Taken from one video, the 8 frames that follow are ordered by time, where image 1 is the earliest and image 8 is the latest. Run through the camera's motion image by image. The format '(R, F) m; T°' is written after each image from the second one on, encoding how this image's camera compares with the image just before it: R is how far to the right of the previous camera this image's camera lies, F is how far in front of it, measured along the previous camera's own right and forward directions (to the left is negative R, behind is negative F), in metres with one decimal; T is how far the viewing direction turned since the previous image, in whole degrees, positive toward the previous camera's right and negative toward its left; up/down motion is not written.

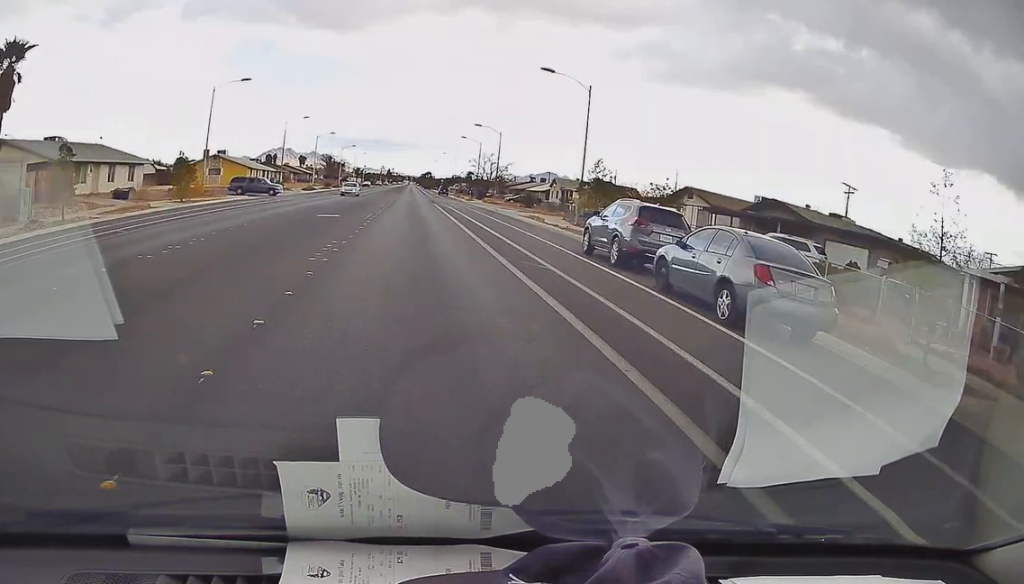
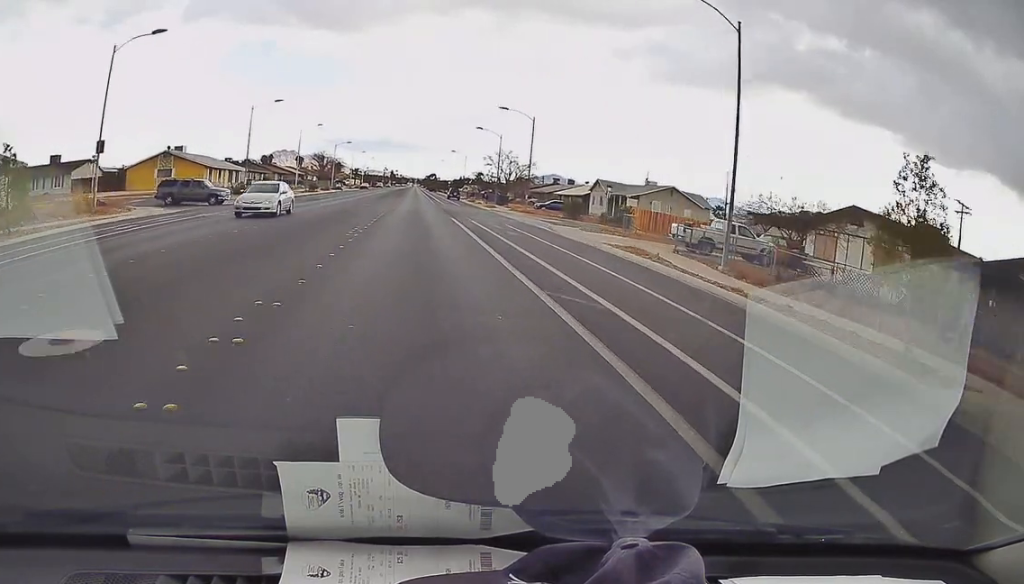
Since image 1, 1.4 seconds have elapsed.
(-0.6, +18.9) m; -2°
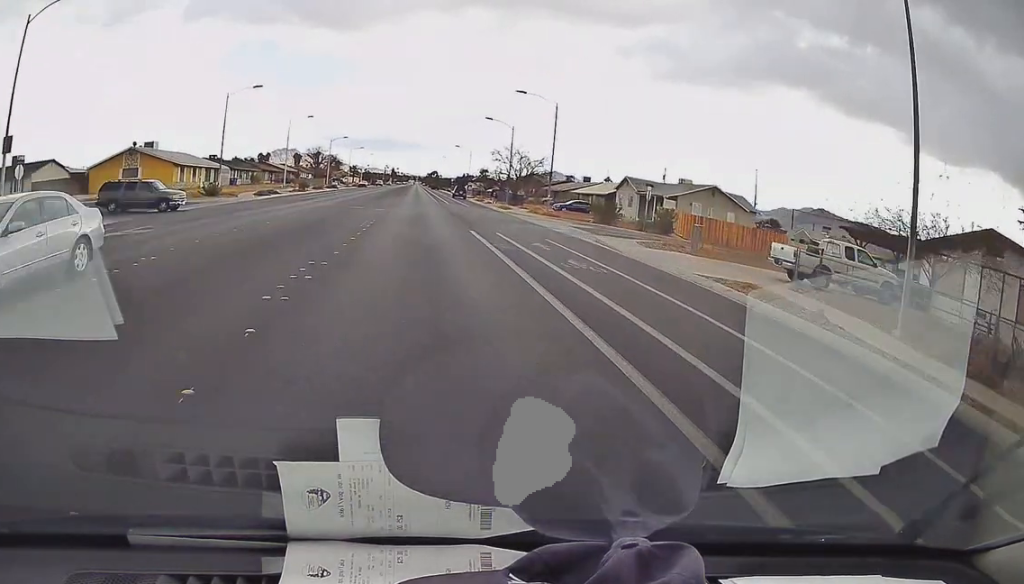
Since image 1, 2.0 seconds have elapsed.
(0.0, +8.2) m; 0°
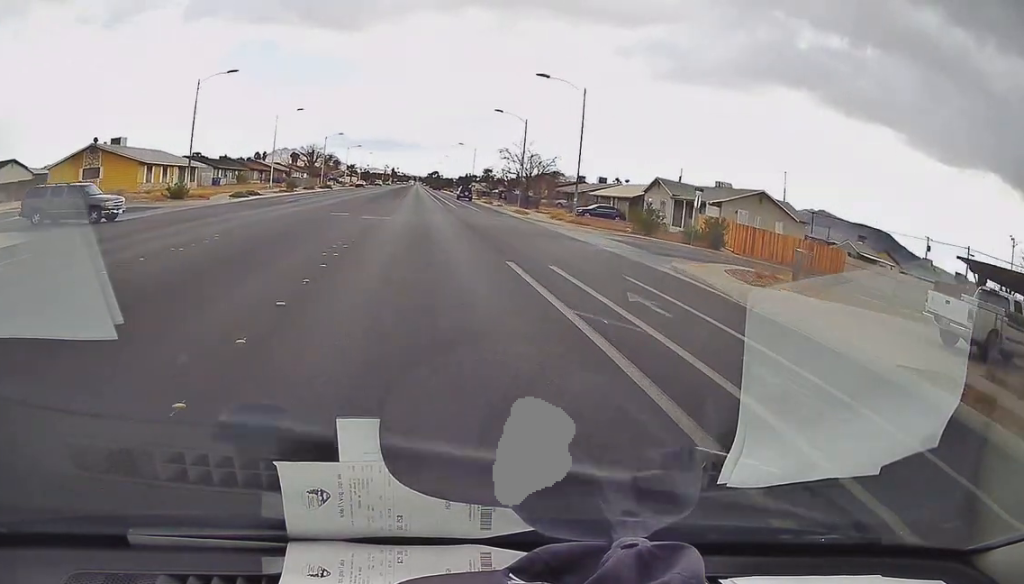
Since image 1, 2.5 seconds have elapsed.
(0.0, +7.7) m; 0°
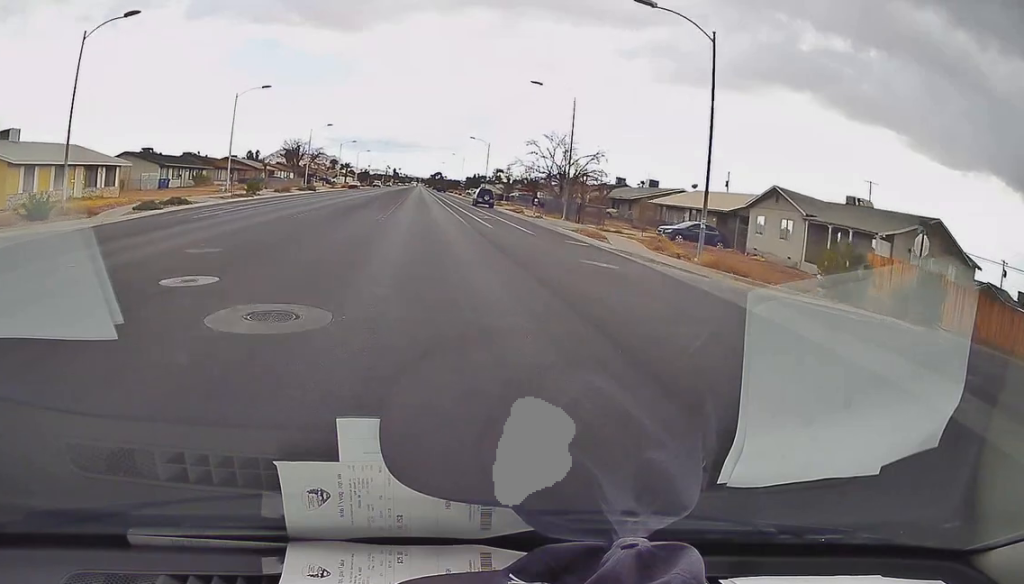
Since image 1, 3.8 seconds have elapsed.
(0.0, +16.2) m; 0°
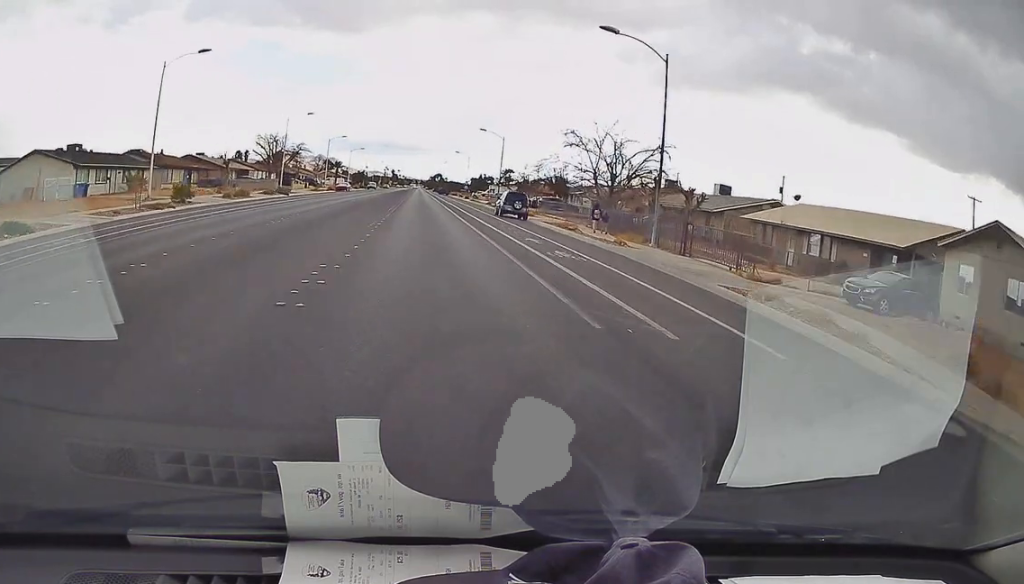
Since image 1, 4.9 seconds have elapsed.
(0.0, +13.3) m; 0°
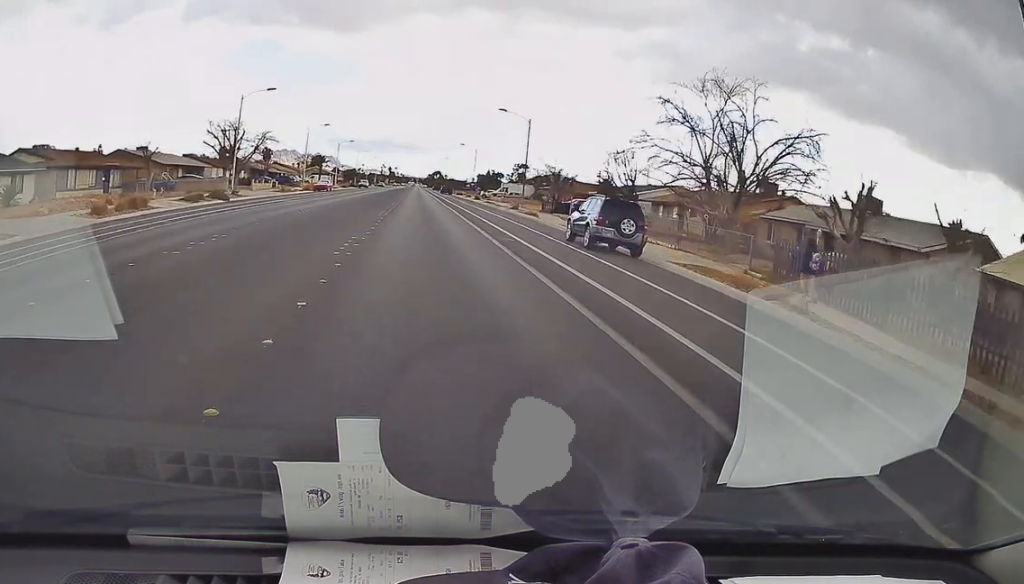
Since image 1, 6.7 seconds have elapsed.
(0.0, +23.8) m; 0°
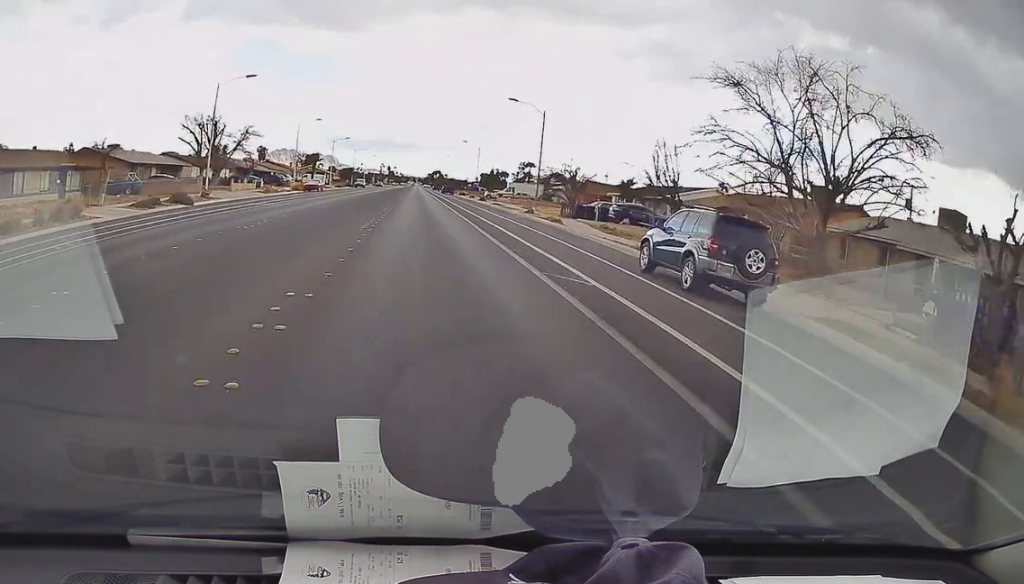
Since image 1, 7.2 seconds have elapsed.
(0.0, +6.6) m; 0°
